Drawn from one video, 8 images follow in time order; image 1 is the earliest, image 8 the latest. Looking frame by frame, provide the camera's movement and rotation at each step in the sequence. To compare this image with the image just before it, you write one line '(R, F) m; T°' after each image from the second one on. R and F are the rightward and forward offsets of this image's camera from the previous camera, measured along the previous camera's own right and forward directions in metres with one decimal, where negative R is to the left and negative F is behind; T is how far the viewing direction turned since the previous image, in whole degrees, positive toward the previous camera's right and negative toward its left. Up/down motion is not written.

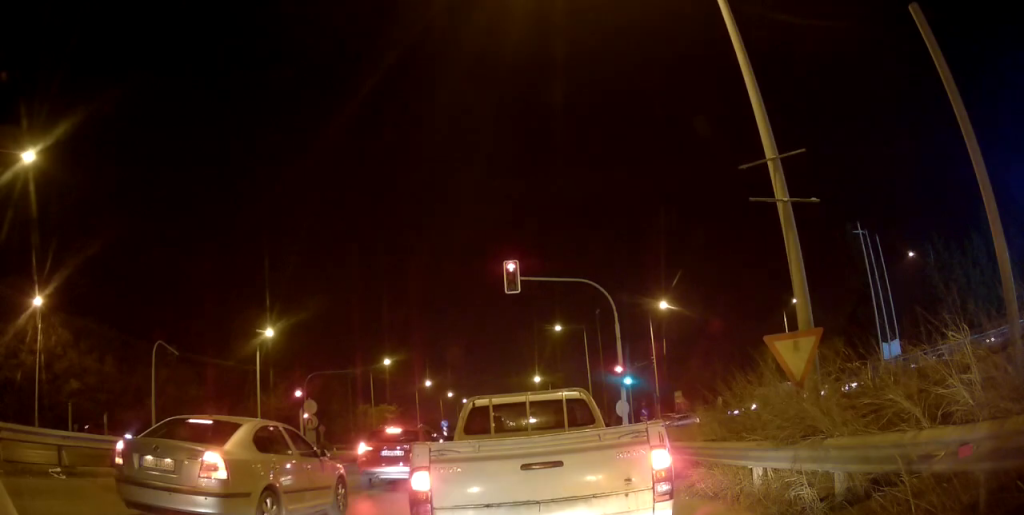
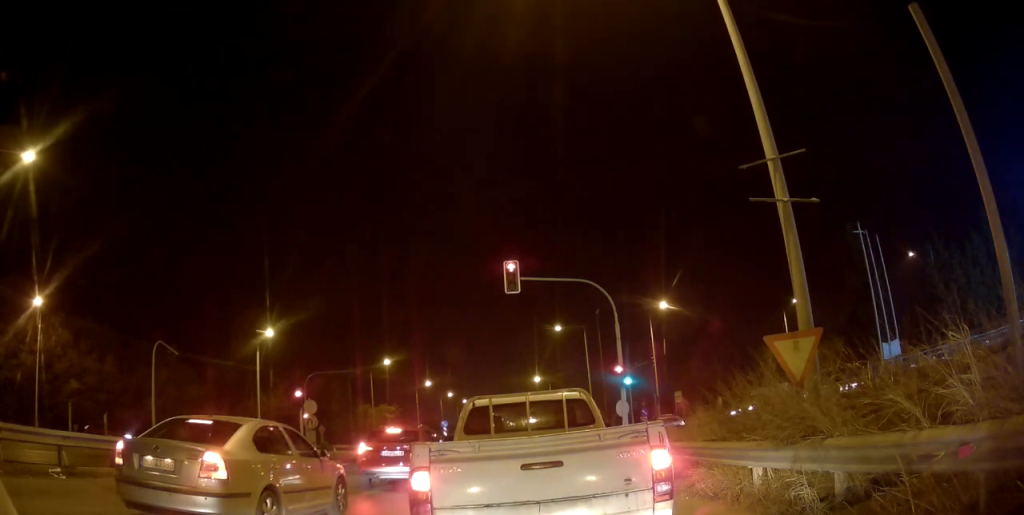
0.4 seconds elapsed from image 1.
(0.0, 0.0) m; 0°
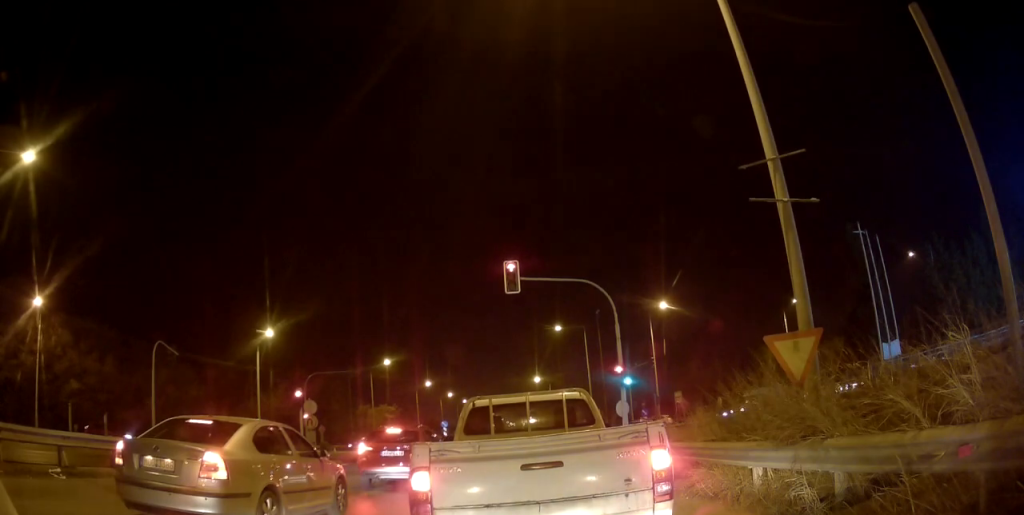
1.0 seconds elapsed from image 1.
(0.0, 0.0) m; 0°
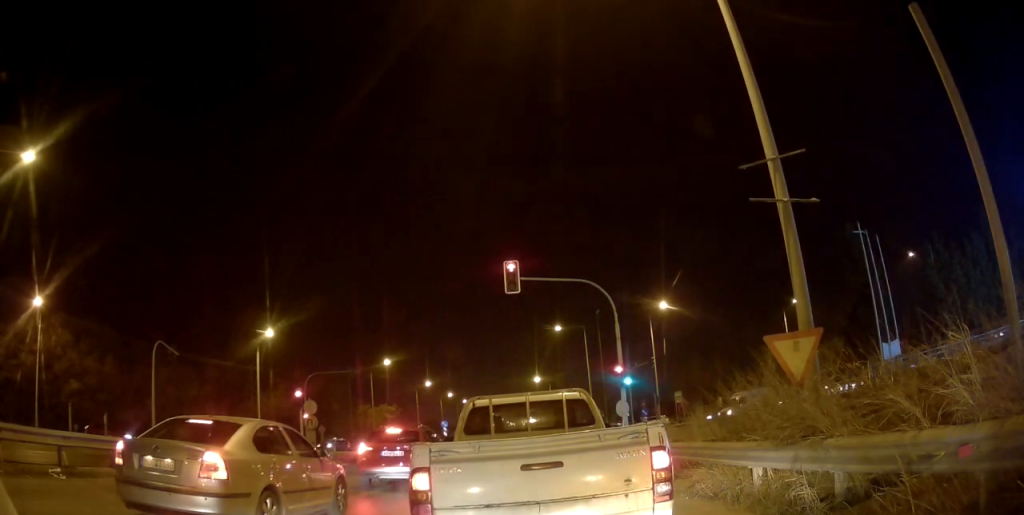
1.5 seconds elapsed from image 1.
(0.0, 0.0) m; 0°
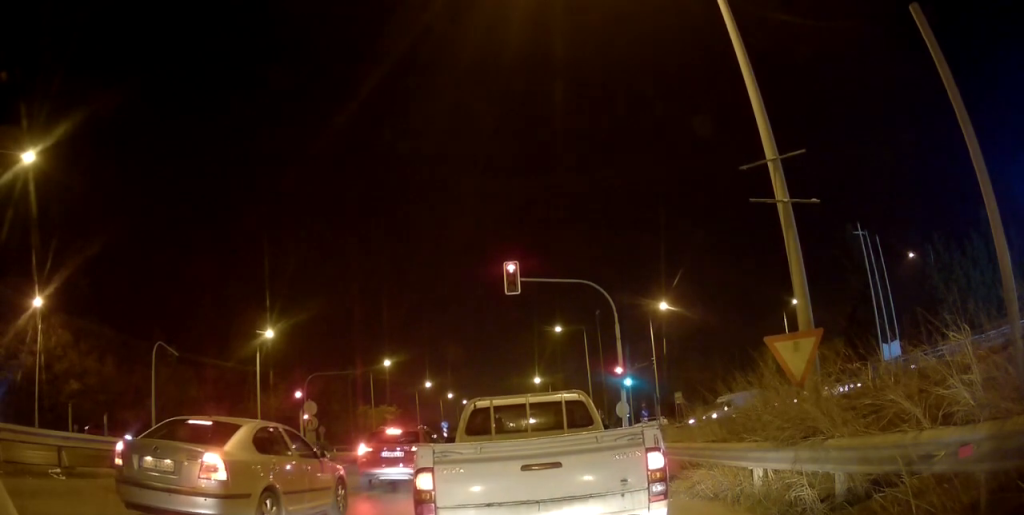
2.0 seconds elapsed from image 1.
(0.0, 0.0) m; 0°
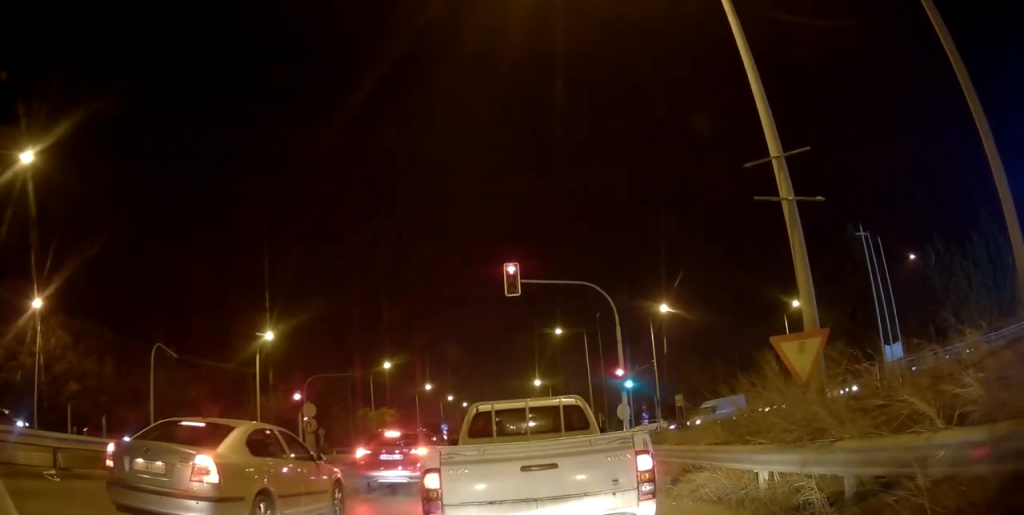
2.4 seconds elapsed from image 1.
(0.0, +0.2) m; 0°
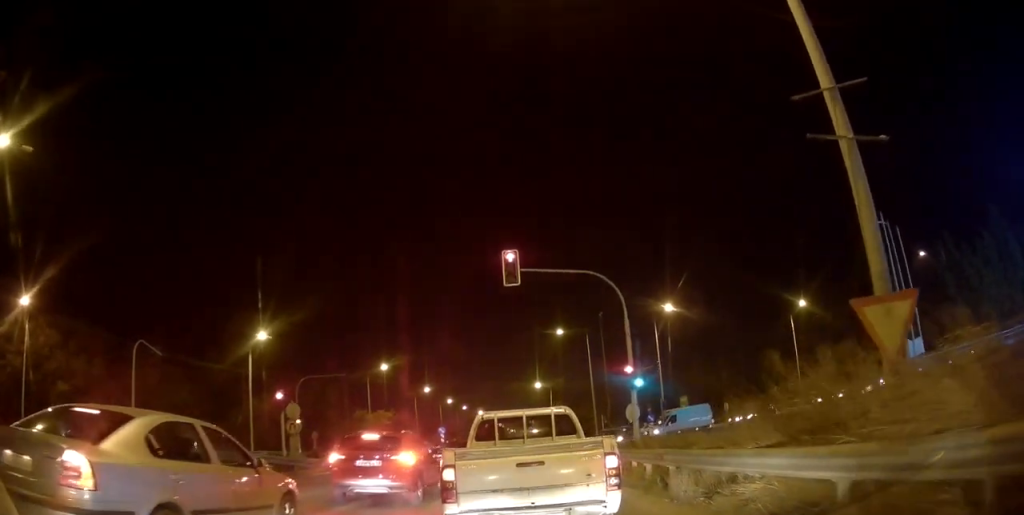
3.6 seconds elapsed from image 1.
(0.0, +1.3) m; 0°
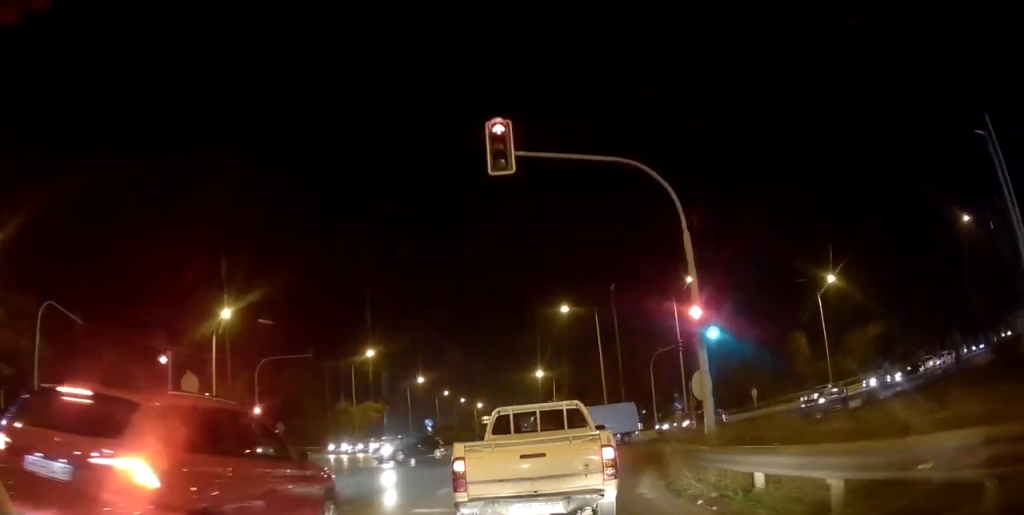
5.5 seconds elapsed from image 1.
(+0.2, +6.6) m; +3°
